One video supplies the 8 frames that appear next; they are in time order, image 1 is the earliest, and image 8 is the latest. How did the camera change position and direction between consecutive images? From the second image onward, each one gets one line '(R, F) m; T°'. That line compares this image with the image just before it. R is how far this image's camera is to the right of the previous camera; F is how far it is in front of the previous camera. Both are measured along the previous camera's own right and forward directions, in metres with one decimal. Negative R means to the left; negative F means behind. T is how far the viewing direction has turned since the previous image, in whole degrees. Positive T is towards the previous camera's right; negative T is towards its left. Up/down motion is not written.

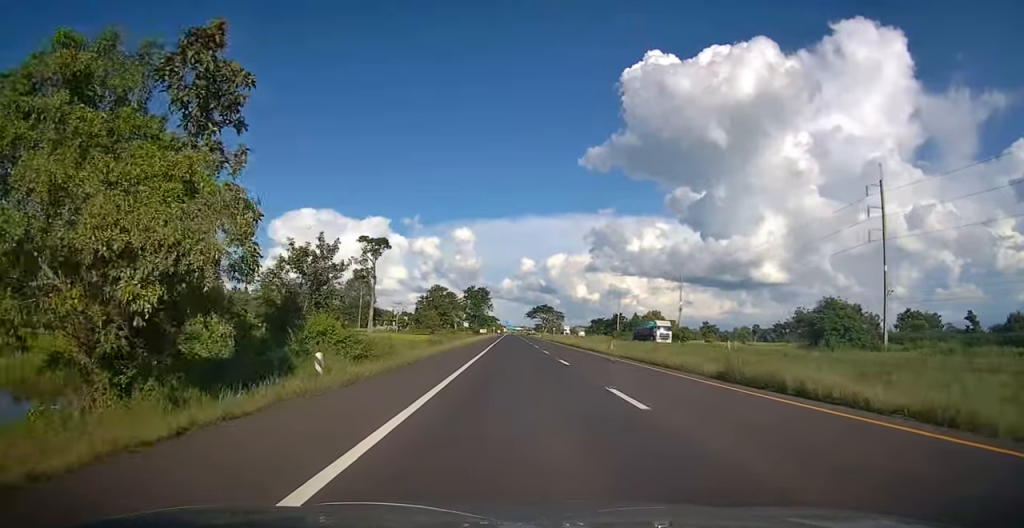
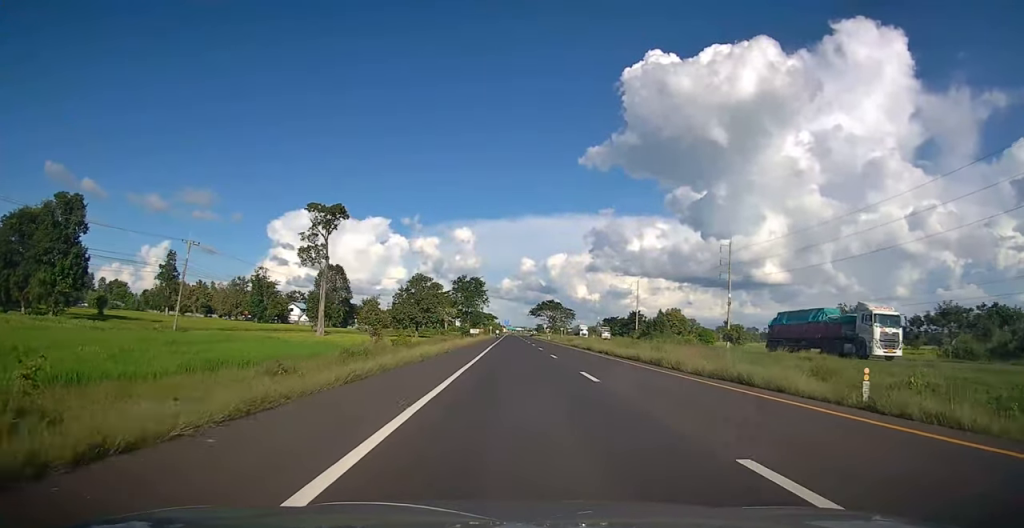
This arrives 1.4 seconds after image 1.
(0.0, +30.5) m; 0°
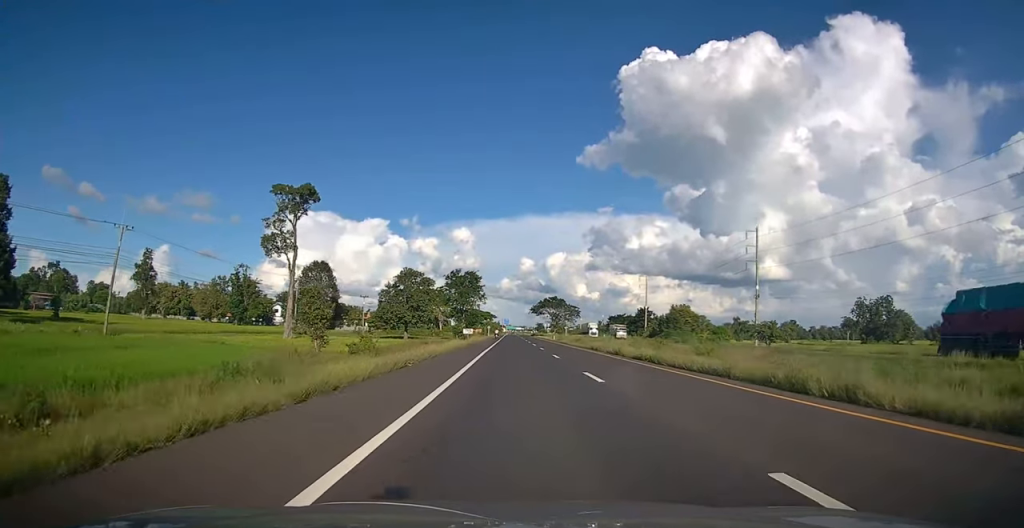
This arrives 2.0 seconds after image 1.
(+0.1, +12.7) m; 0°
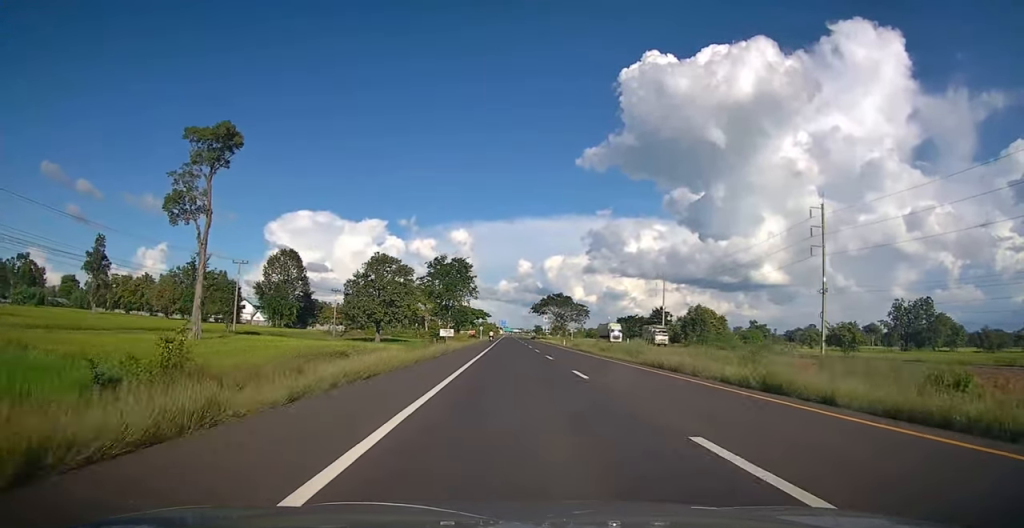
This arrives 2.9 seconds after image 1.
(-0.1, +22.1) m; 0°
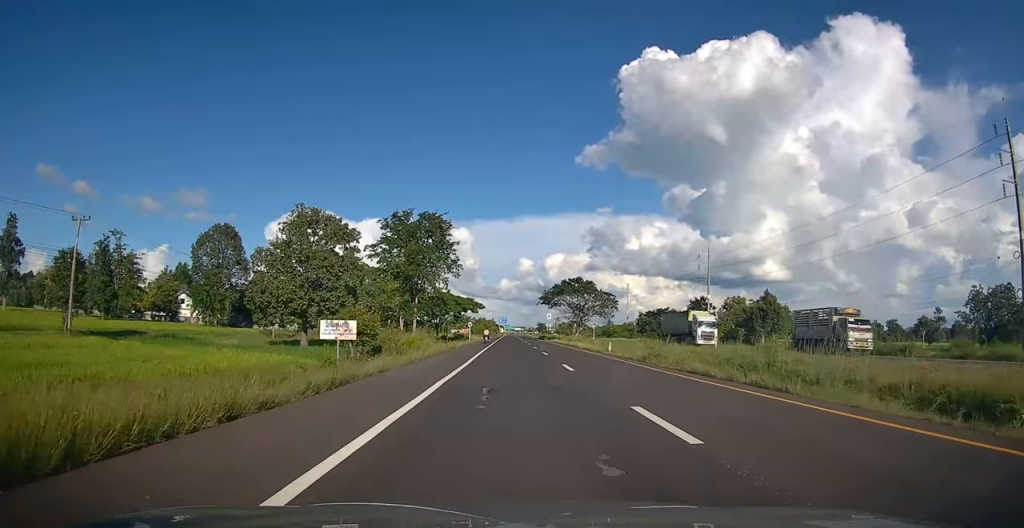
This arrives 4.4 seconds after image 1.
(+0.2, +33.4) m; +1°
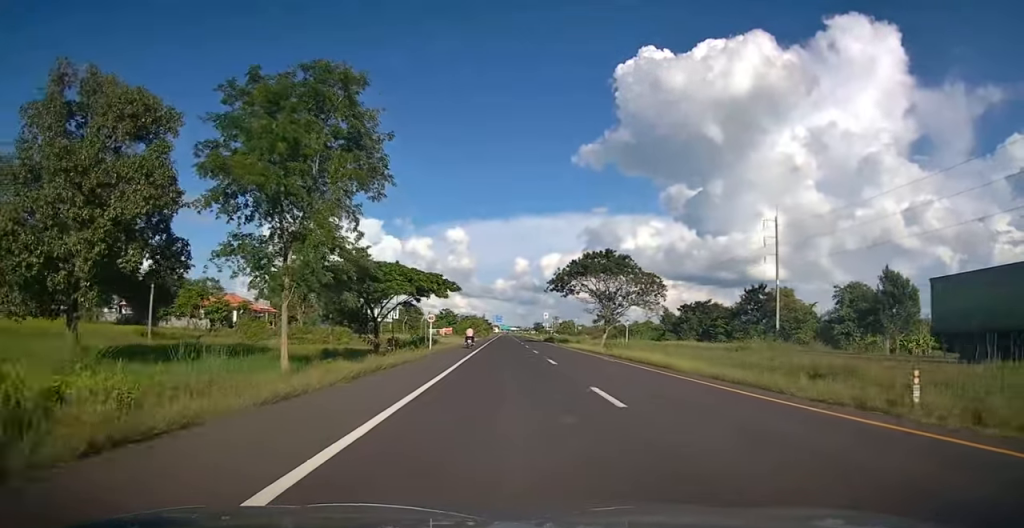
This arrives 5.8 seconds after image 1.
(0.0, +32.9) m; 0°
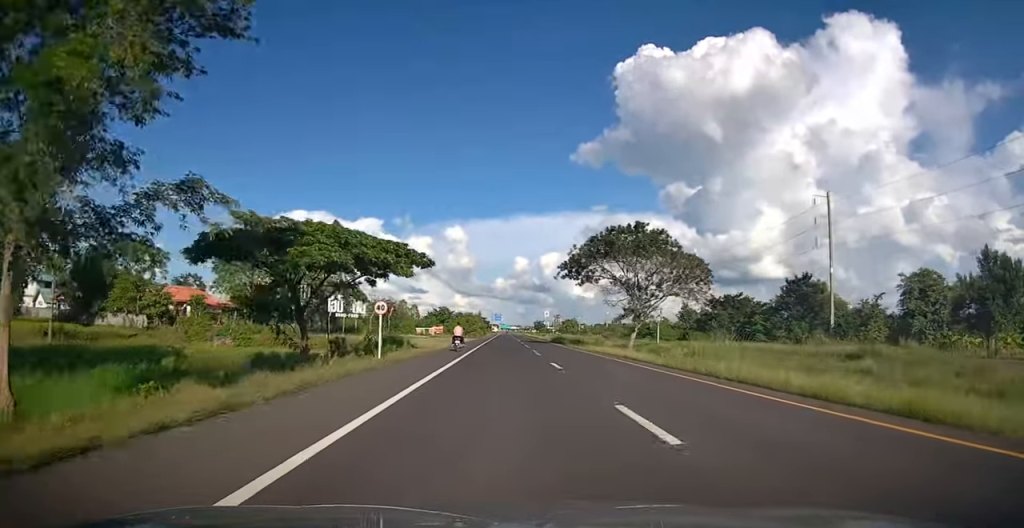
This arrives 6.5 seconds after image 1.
(0.0, +15.3) m; 0°
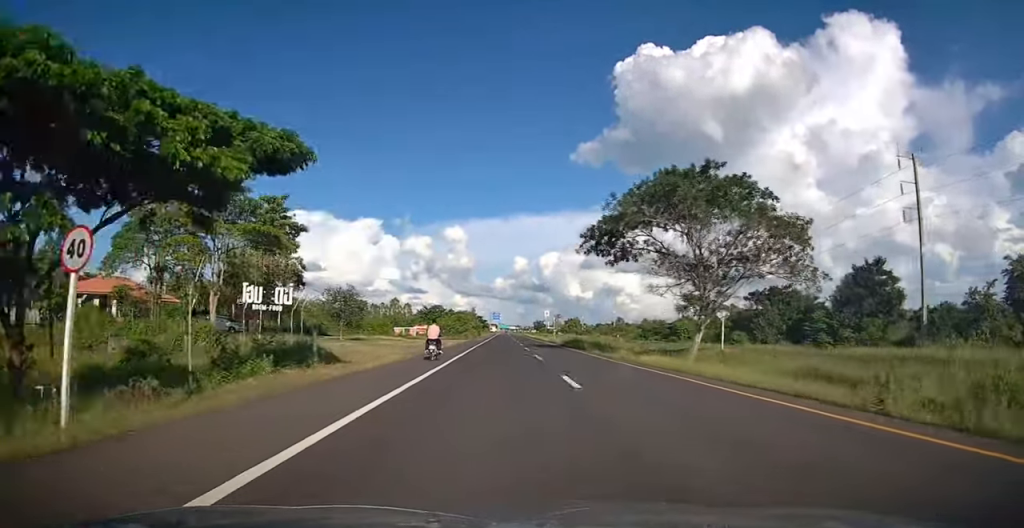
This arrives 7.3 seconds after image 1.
(0.0, +17.6) m; 0°
